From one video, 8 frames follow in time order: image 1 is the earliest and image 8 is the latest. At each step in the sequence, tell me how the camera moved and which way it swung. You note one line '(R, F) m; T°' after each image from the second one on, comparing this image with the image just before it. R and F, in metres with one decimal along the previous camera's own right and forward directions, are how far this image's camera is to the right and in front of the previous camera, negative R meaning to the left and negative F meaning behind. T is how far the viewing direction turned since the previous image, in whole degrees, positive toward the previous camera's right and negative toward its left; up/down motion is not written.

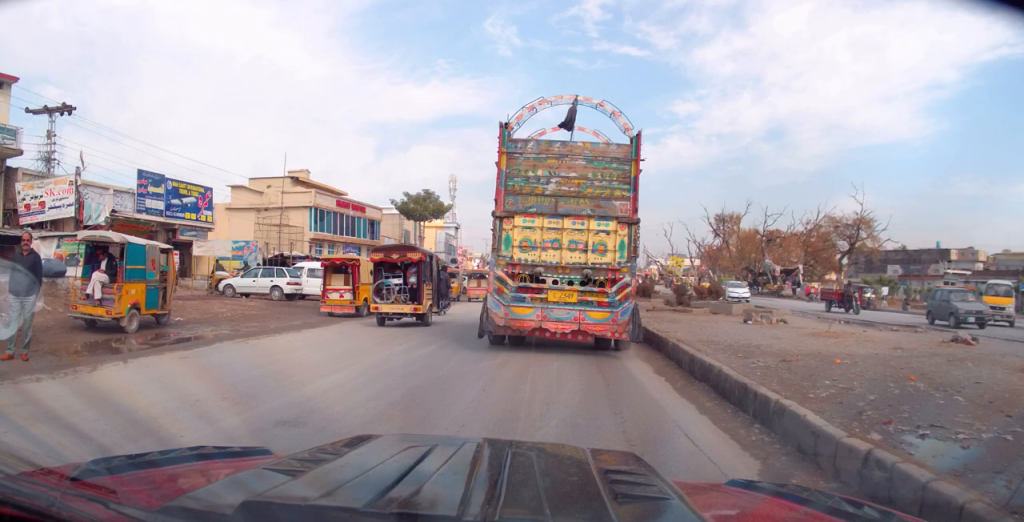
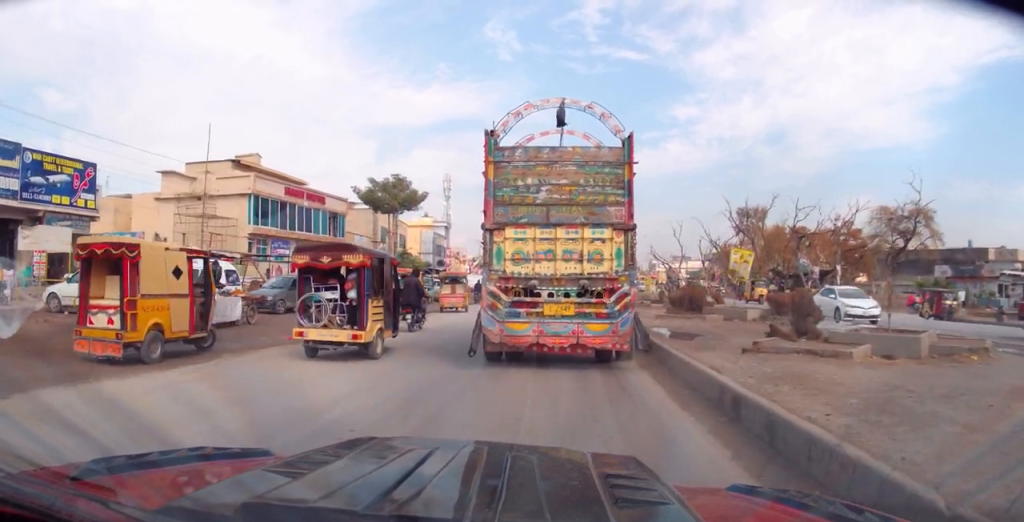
(-0.2, +11.3) m; -1°
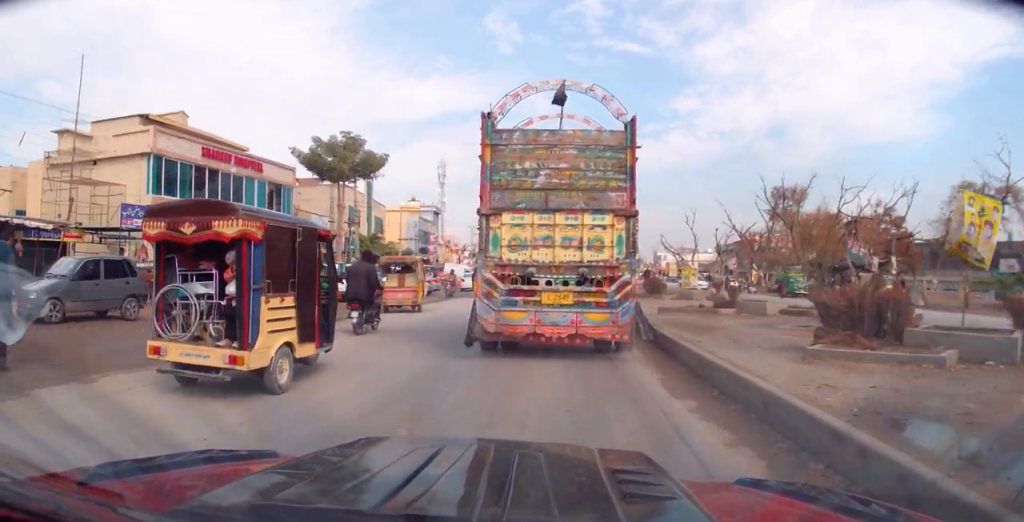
(+0.5, +11.9) m; +3°
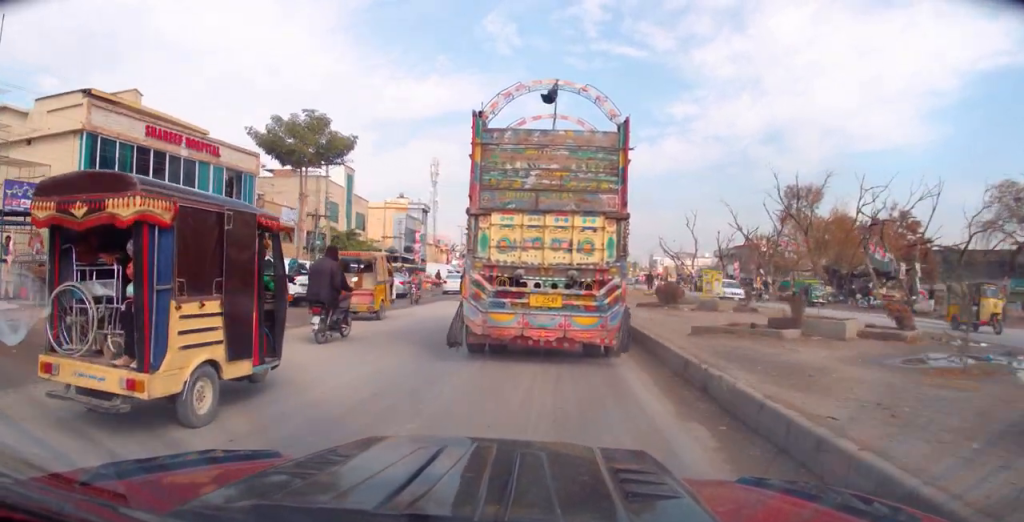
(+0.3, +5.0) m; 0°
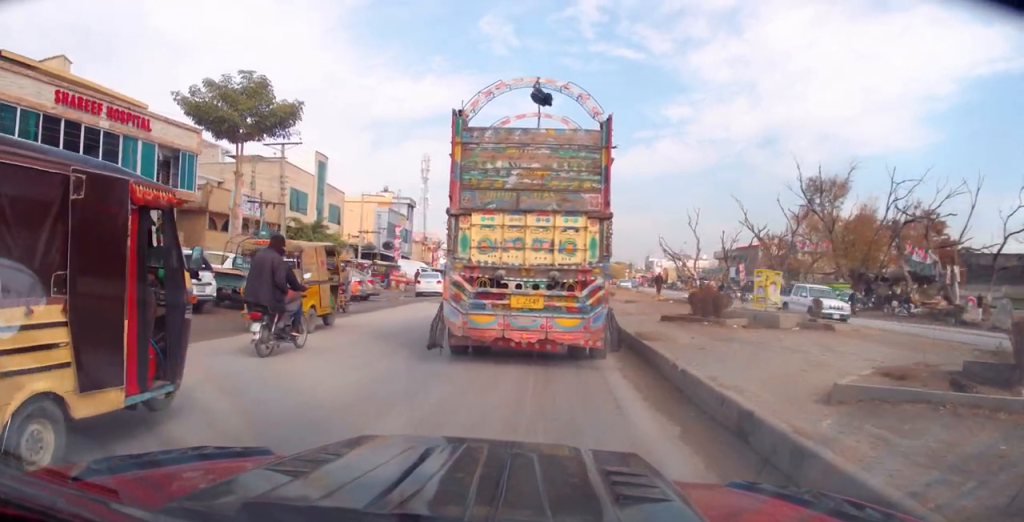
(-0.4, +6.7) m; -2°
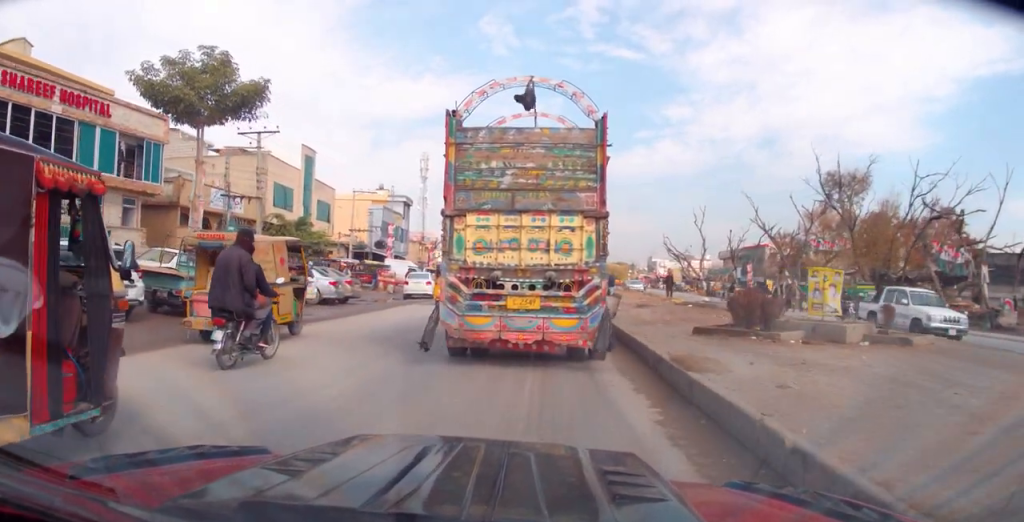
(0.0, +3.4) m; 0°
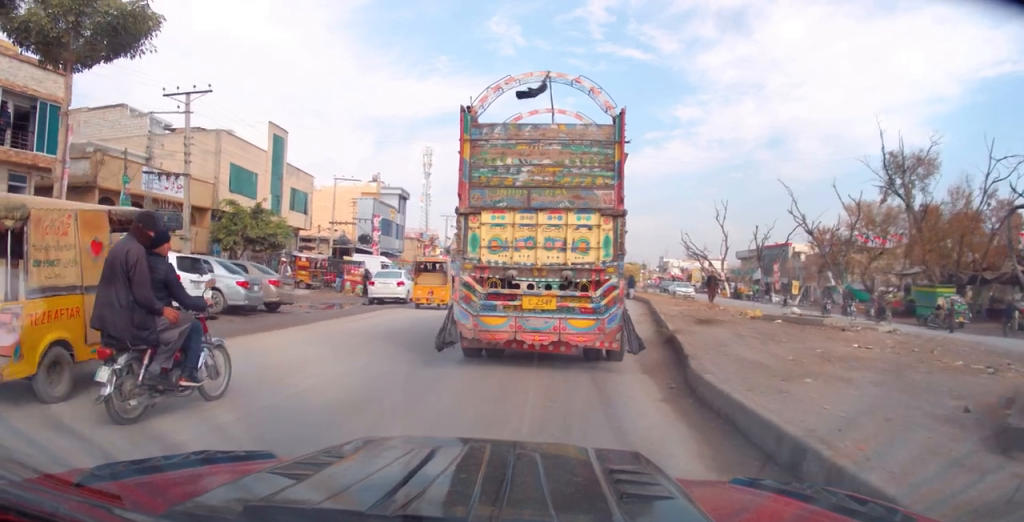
(+0.2, +8.2) m; +3°
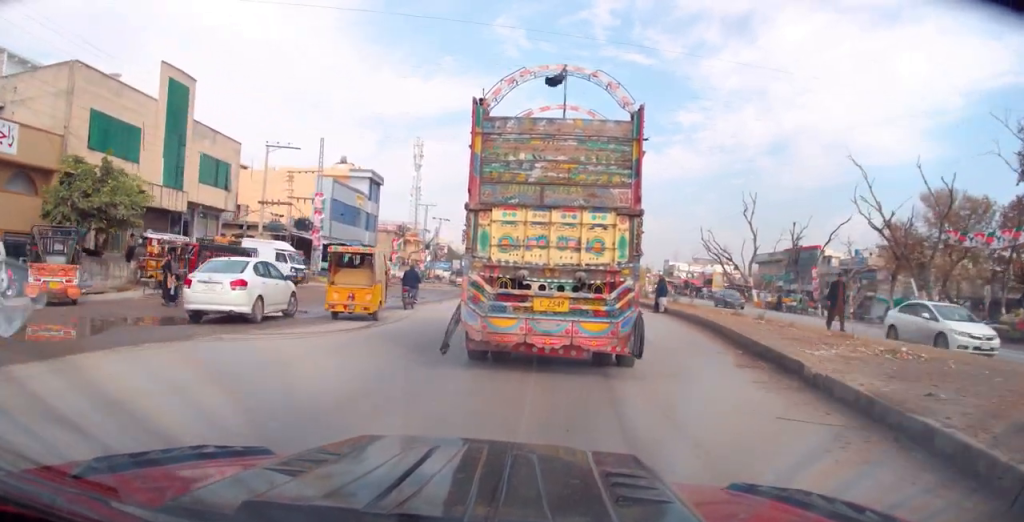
(-0.2, +14.1) m; -1°
